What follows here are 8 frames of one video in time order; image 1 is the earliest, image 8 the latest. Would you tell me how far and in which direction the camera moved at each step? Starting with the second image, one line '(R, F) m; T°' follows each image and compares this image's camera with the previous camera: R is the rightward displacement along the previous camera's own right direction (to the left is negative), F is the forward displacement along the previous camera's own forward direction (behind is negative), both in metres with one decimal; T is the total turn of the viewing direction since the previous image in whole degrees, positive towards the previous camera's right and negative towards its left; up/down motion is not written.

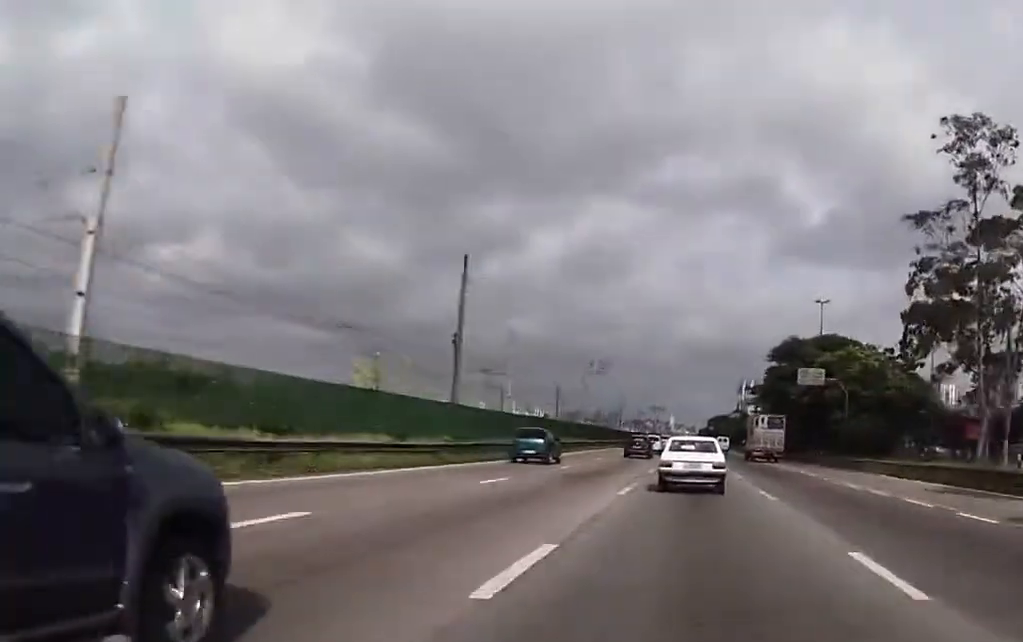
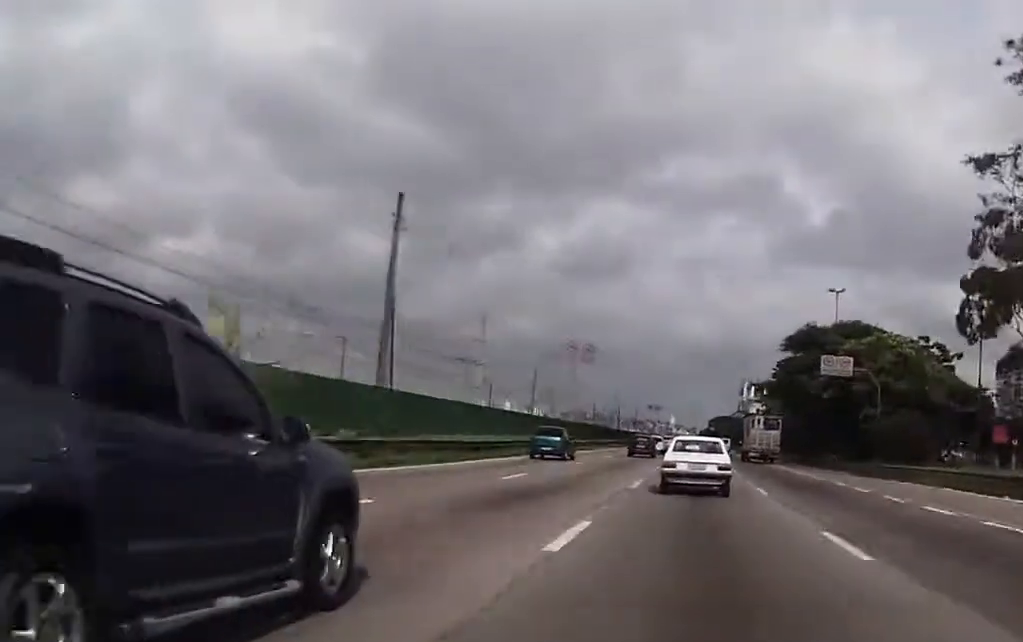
(+0.1, +10.1) m; 0°
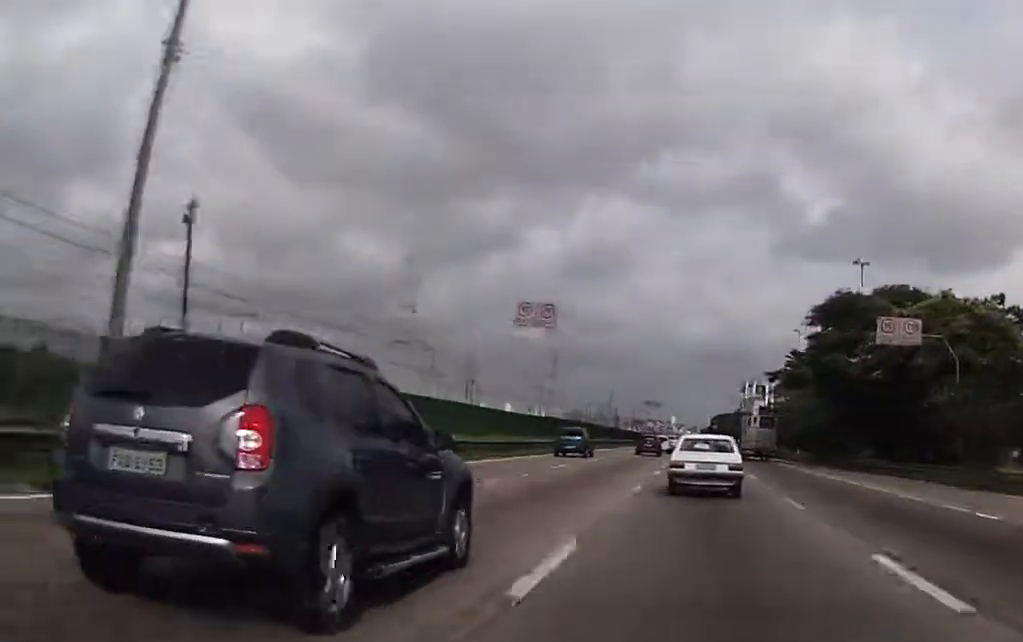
(-0.2, +14.8) m; +1°
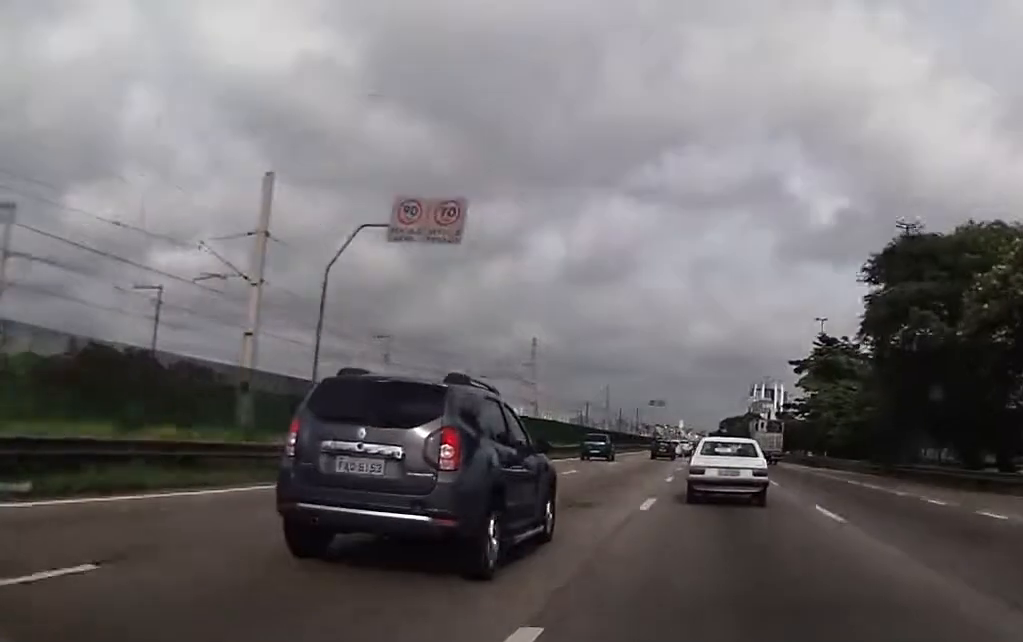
(+0.3, +16.1) m; 0°
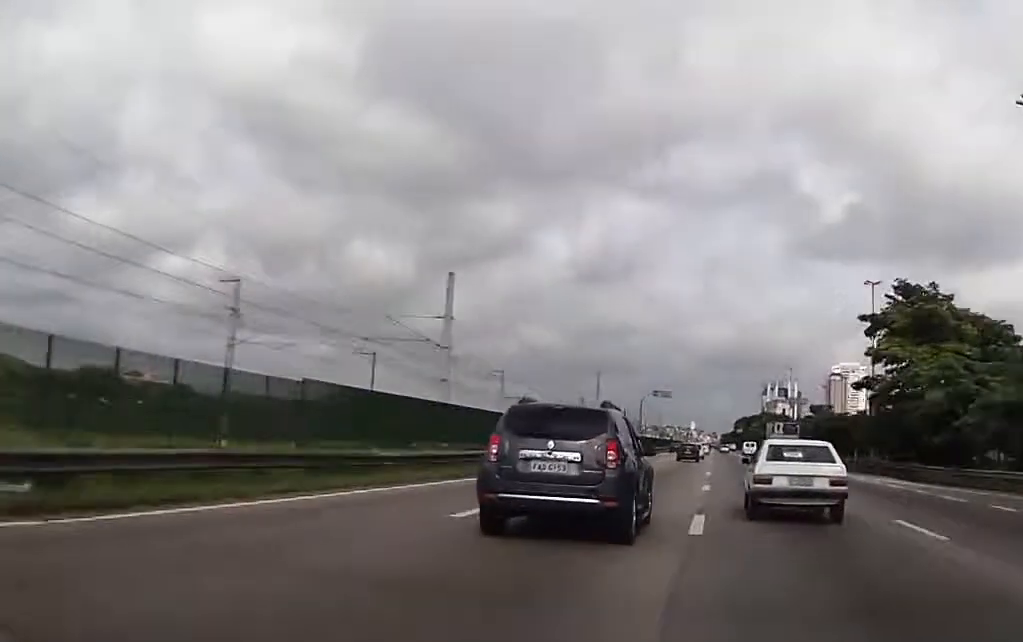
(-0.6, +26.3) m; -1°
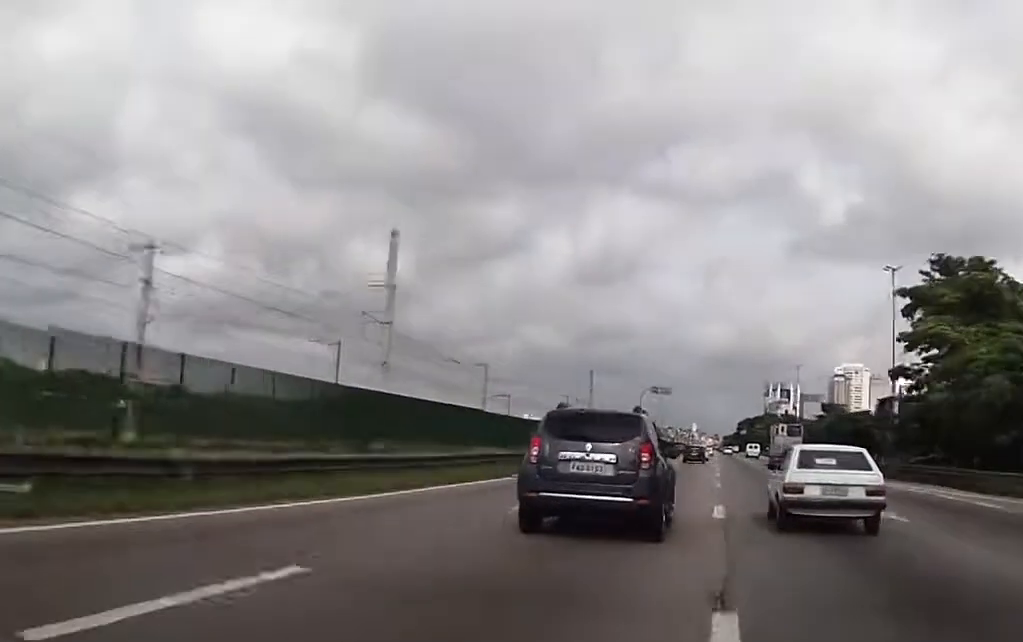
(+0.2, +8.4) m; +1°
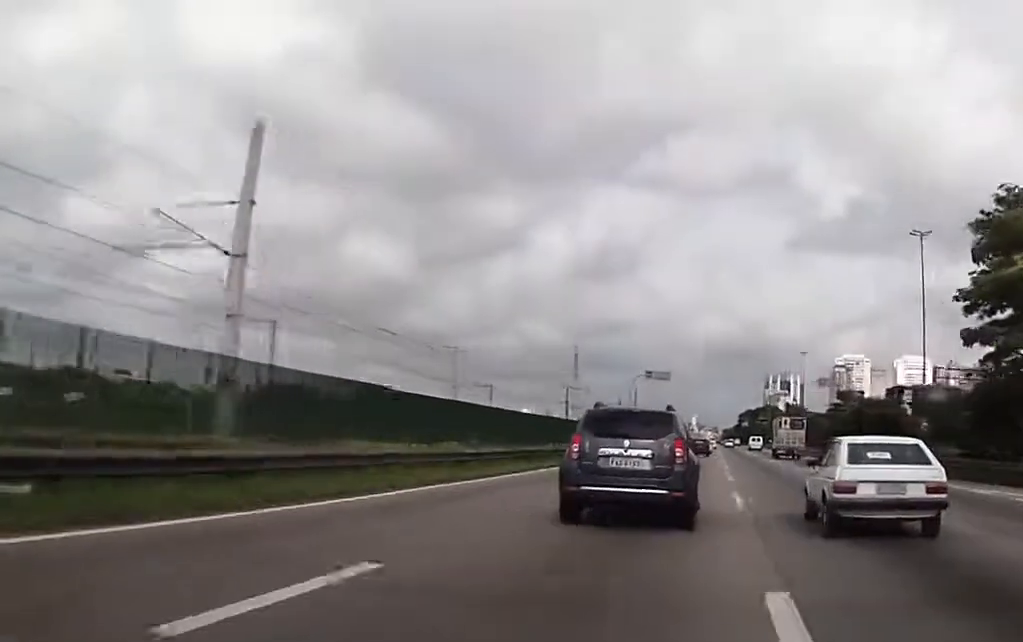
(+0.1, +11.1) m; +1°
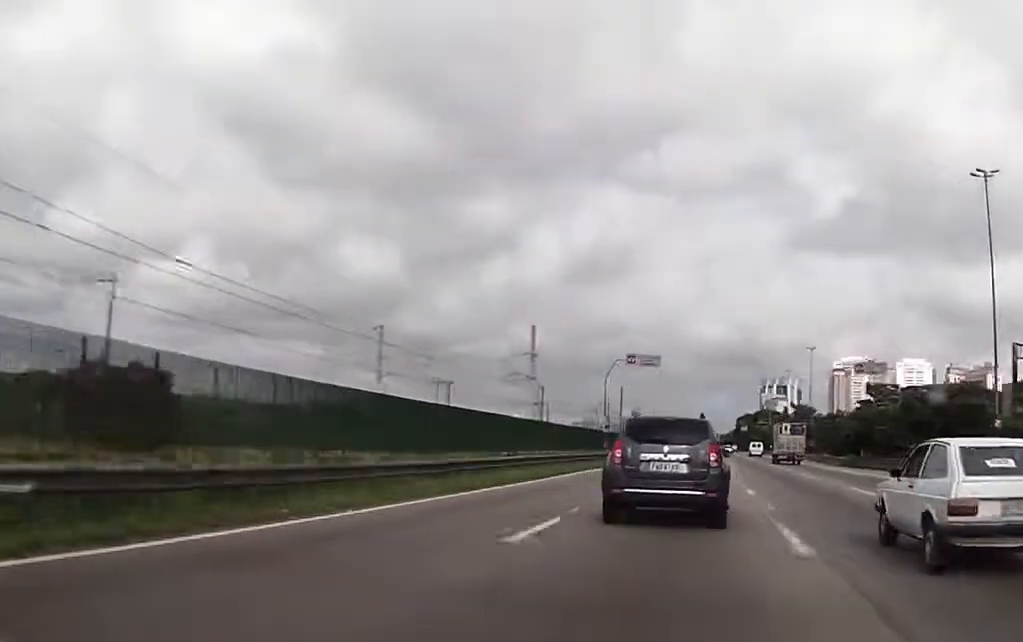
(0.0, +18.0) m; -1°
